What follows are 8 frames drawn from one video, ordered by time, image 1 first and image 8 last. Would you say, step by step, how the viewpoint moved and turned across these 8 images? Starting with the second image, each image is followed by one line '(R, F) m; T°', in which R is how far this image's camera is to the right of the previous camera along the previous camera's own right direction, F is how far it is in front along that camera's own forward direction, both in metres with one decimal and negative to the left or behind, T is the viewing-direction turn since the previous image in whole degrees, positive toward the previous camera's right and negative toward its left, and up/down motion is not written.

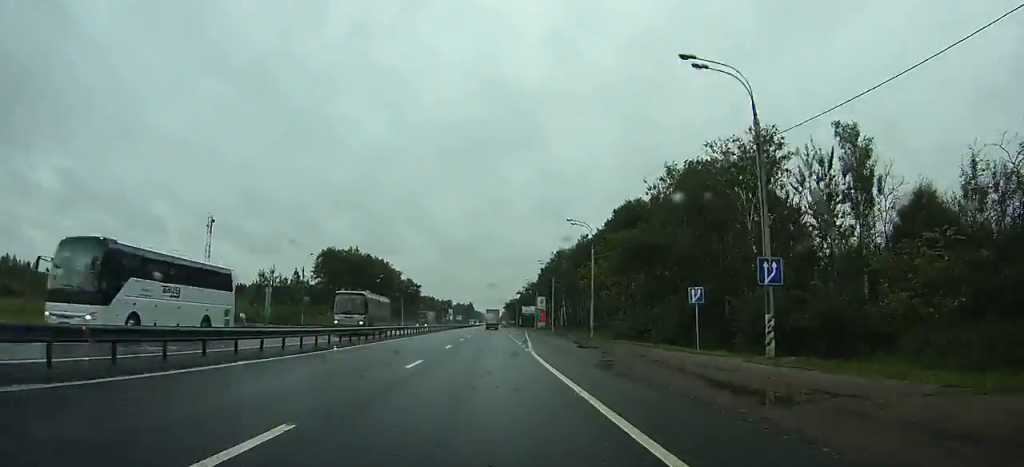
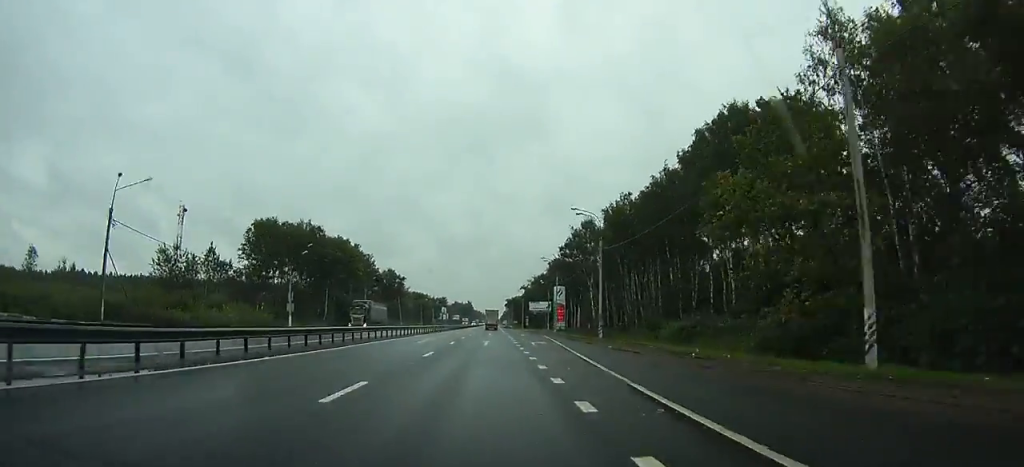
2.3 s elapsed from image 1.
(0.0, +42.1) m; 0°
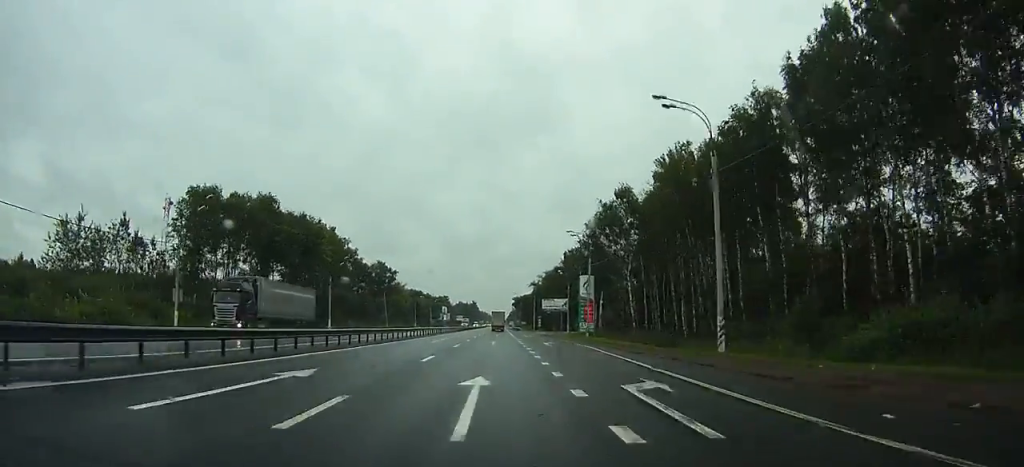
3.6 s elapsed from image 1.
(+0.1, +27.3) m; 0°
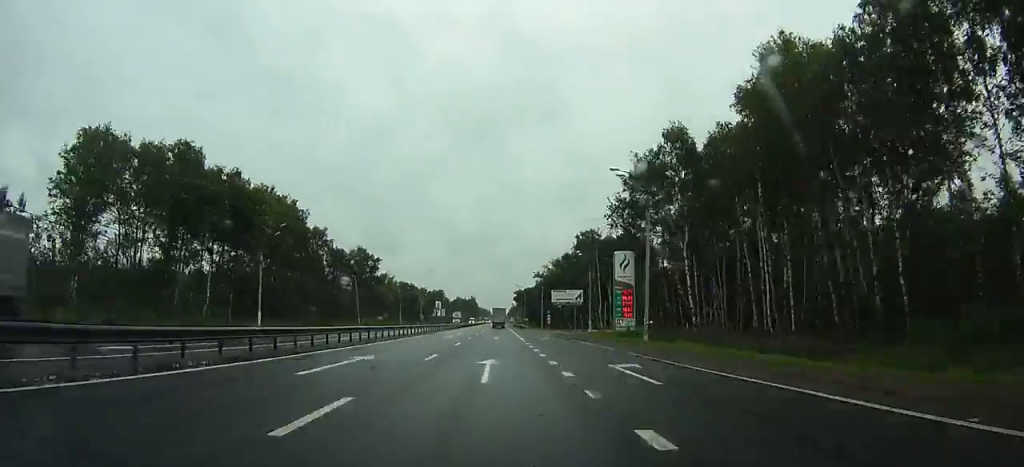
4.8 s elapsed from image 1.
(-0.2, +25.6) m; 0°
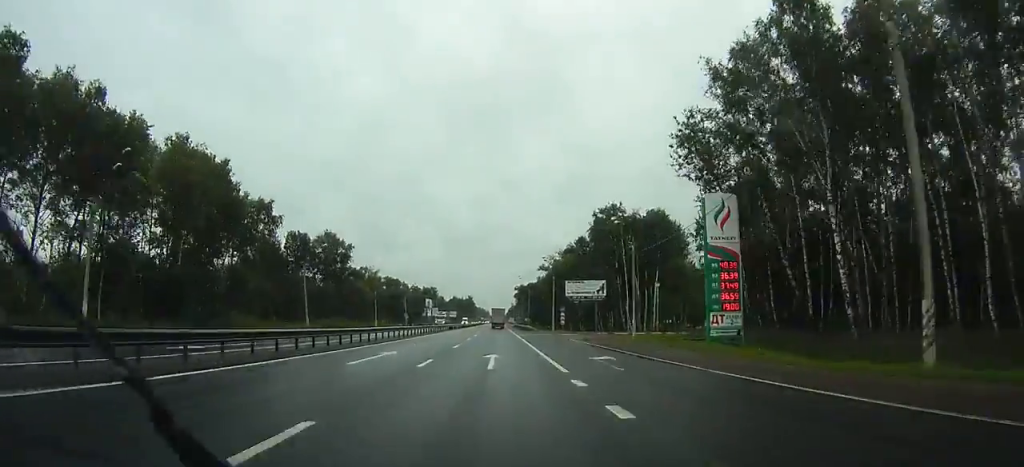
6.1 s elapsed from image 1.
(-0.1, +27.1) m; 0°
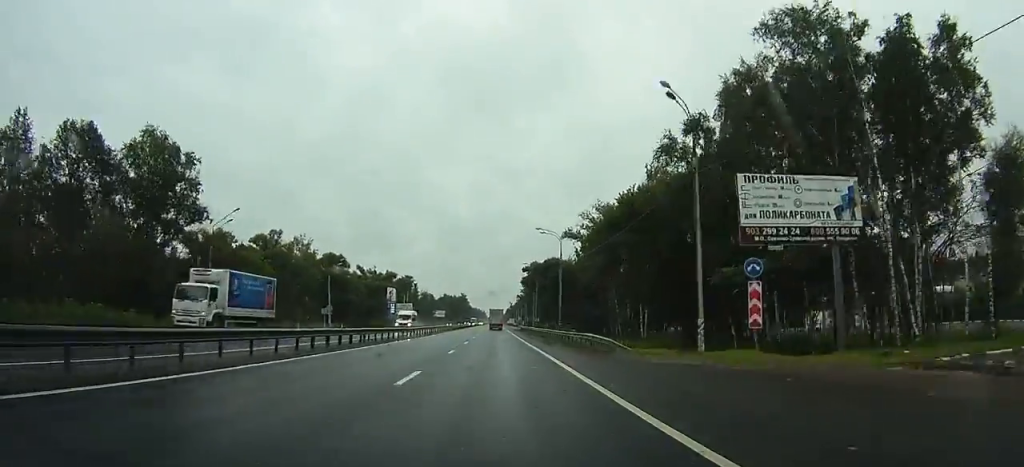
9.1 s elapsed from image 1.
(+0.1, +66.3) m; 0°
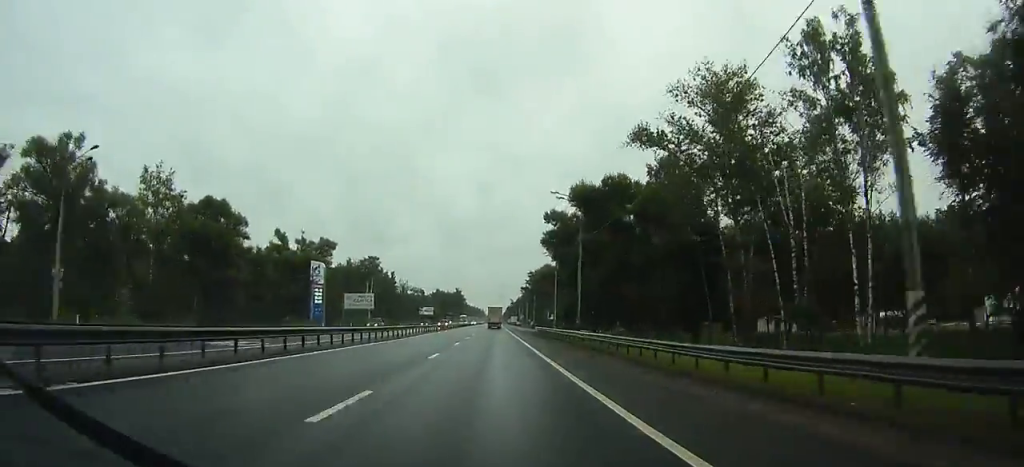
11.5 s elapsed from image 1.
(0.0, +51.7) m; 0°
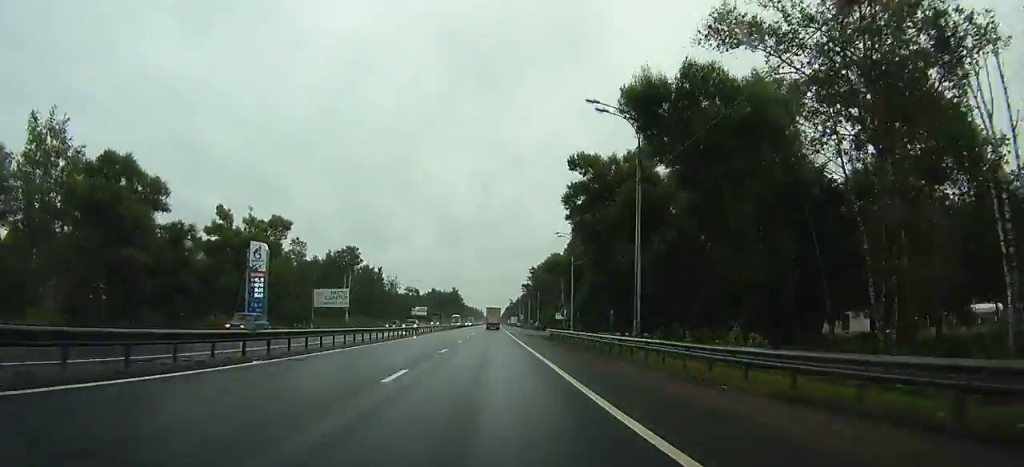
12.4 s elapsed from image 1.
(0.0, +18.8) m; 0°
